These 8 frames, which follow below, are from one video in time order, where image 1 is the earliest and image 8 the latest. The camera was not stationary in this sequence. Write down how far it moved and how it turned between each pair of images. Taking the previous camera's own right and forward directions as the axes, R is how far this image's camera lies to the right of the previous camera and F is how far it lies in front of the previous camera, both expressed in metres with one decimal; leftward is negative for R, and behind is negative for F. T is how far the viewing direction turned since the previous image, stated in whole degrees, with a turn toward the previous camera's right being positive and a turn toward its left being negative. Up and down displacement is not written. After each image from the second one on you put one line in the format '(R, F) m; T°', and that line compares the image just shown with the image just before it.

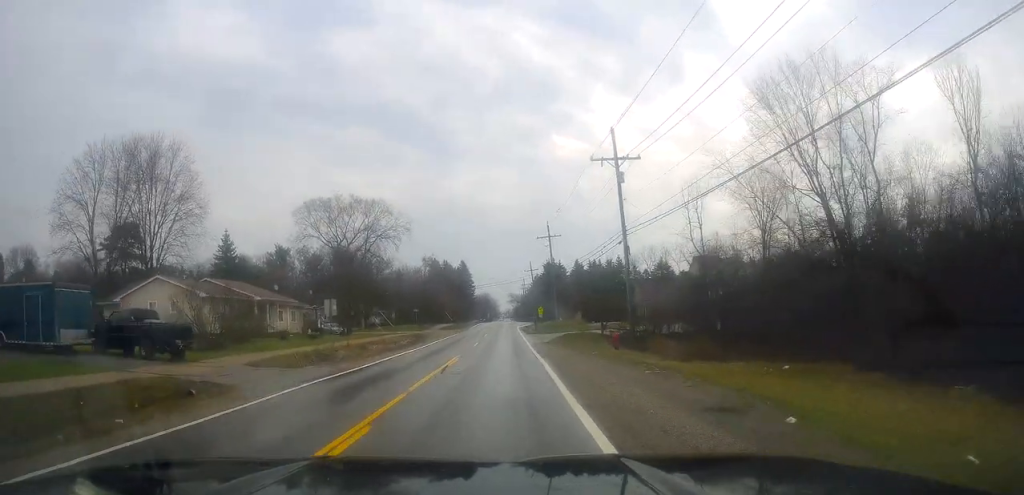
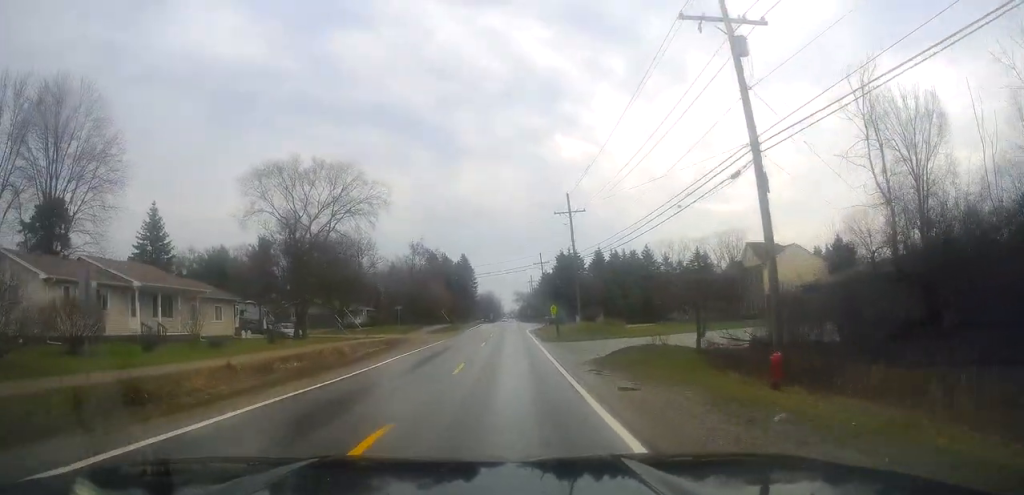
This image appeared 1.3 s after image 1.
(-0.2, +17.6) m; 0°
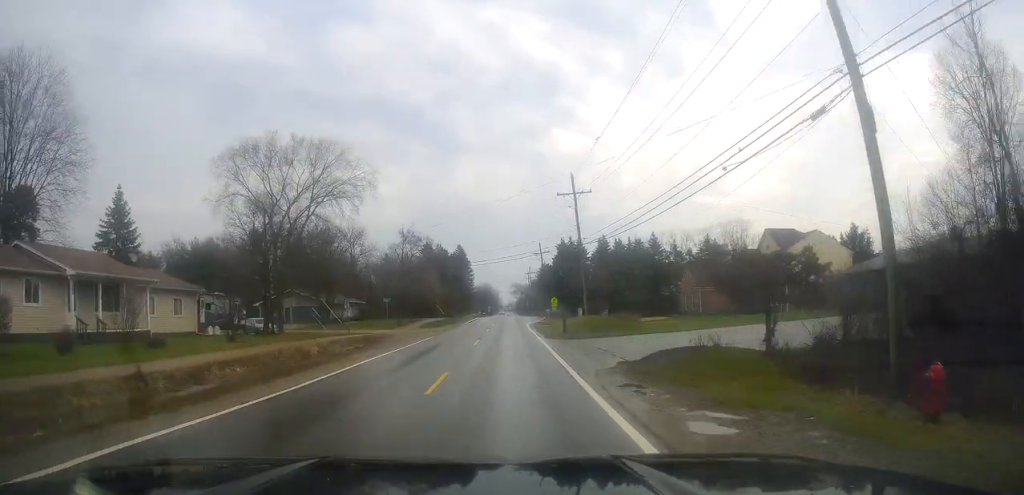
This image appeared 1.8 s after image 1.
(-0.1, +5.5) m; +1°
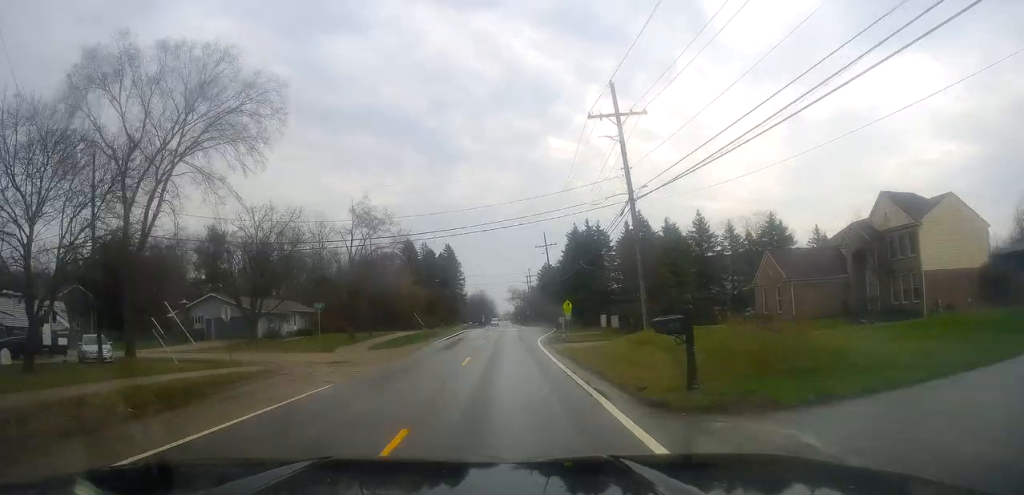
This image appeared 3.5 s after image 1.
(+0.5, +21.8) m; 0°
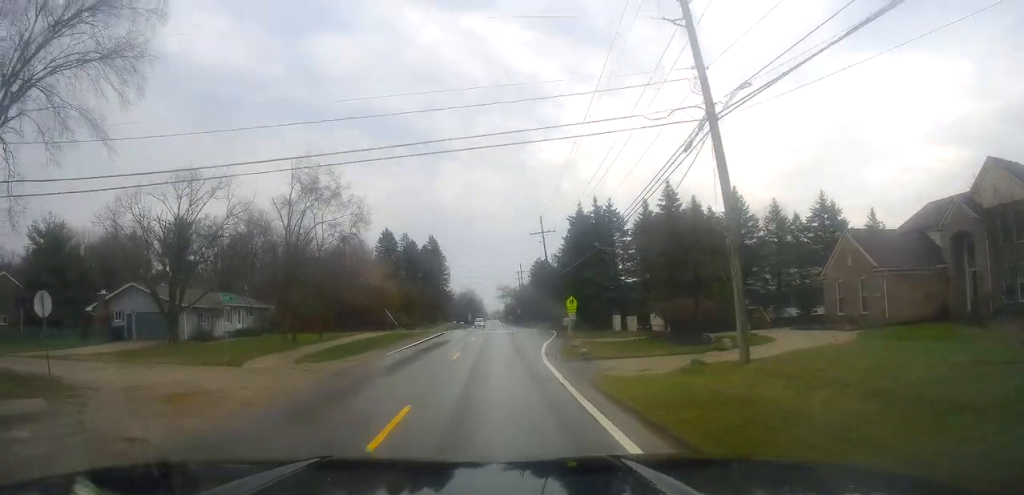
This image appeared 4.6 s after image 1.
(-0.3, +12.8) m; 0°
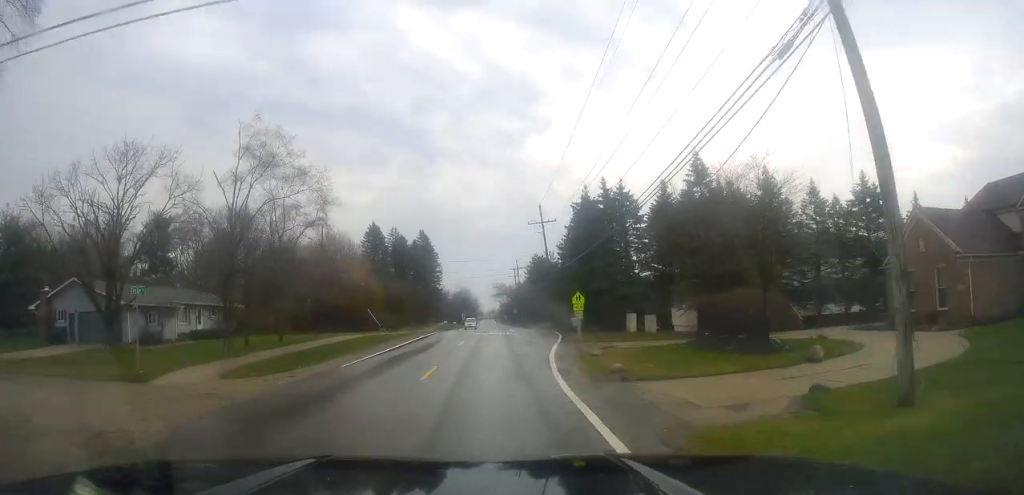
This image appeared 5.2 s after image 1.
(-0.1, +7.5) m; +2°
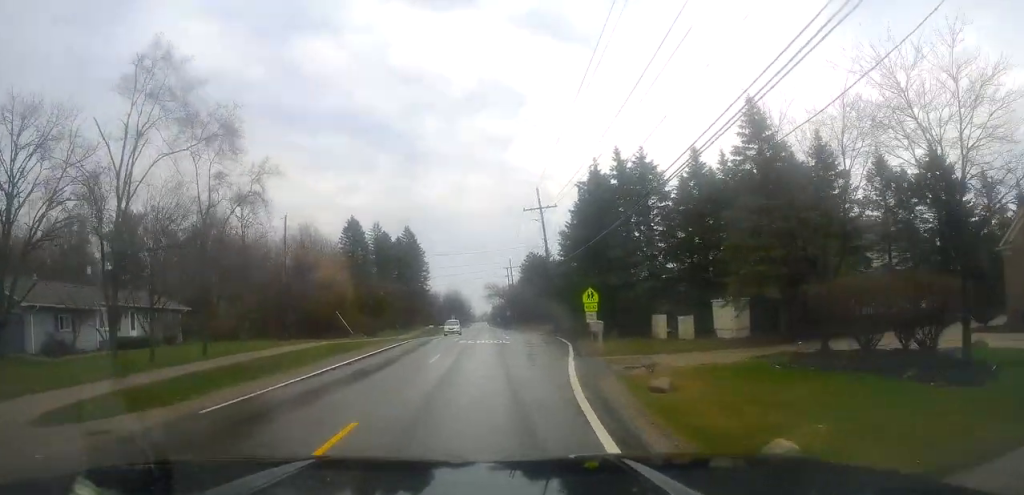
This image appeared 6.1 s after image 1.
(+0.4, +9.5) m; +2°
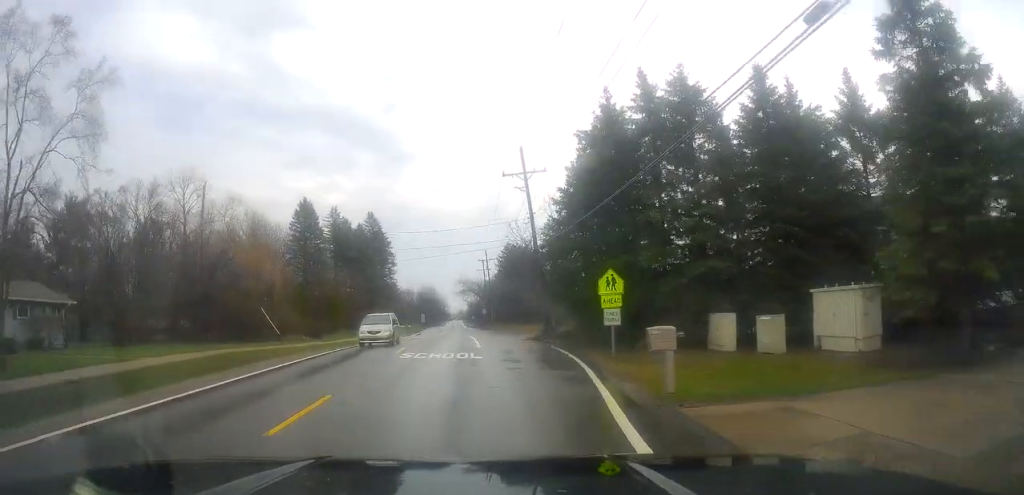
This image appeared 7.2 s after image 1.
(+0.2, +12.6) m; +3°
